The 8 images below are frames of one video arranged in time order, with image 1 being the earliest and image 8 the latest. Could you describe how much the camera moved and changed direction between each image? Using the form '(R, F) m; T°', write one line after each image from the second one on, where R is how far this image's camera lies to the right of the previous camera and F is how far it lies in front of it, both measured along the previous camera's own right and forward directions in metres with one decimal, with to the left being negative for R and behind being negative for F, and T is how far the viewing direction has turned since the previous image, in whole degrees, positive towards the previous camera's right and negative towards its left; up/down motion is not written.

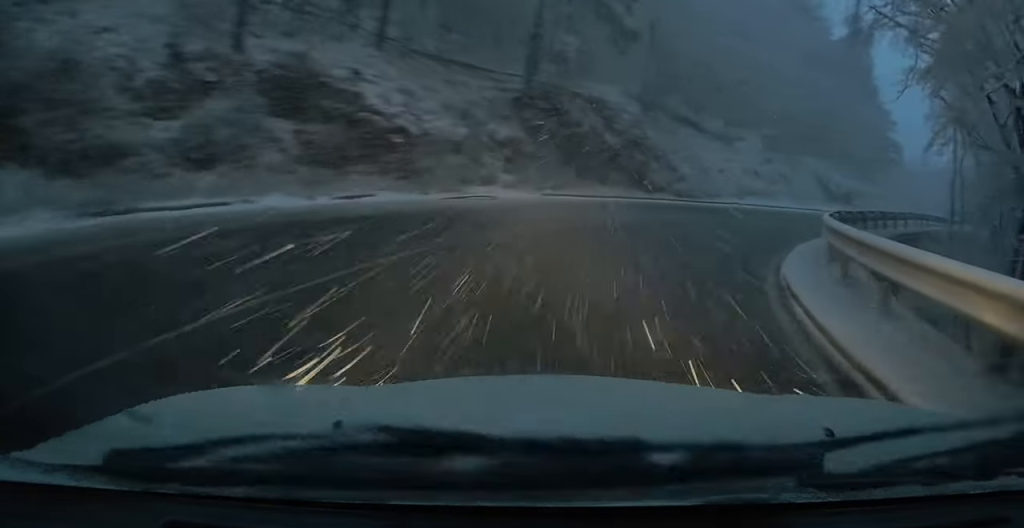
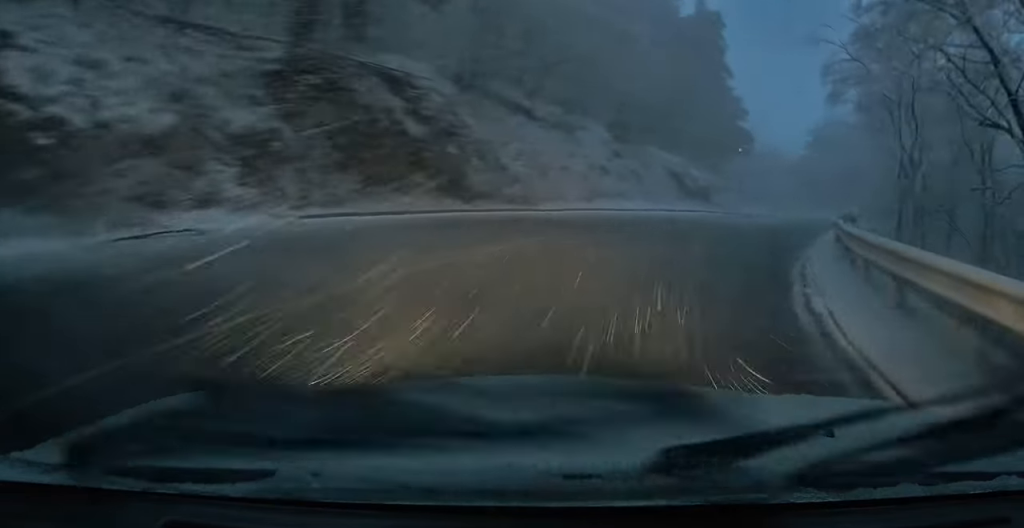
(+0.7, +7.3) m; +16°
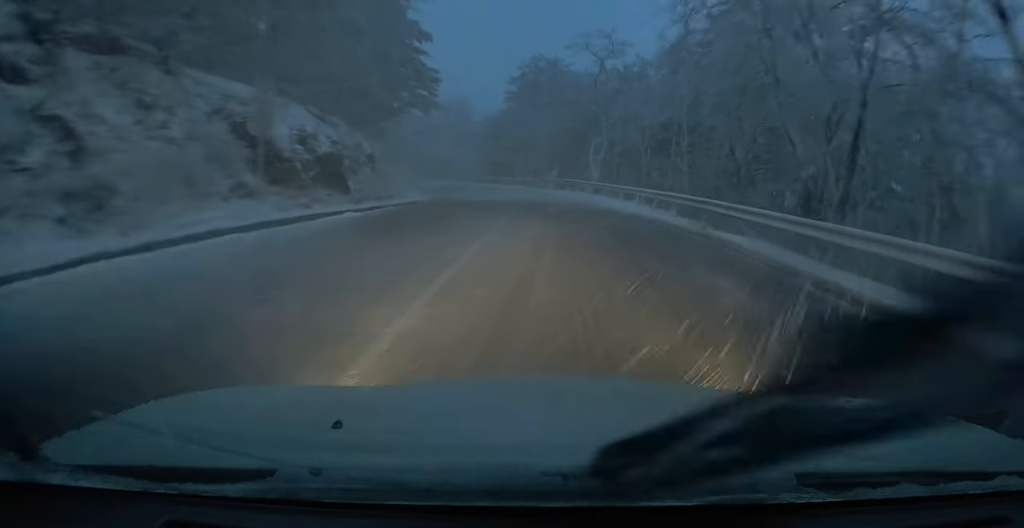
(+11.4, +17.5) m; +53°
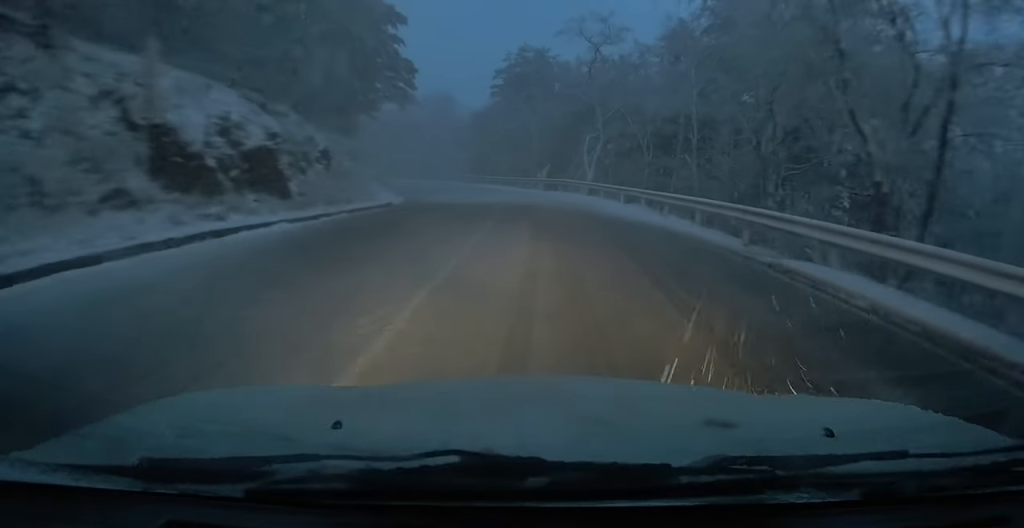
(-0.1, +4.4) m; +1°
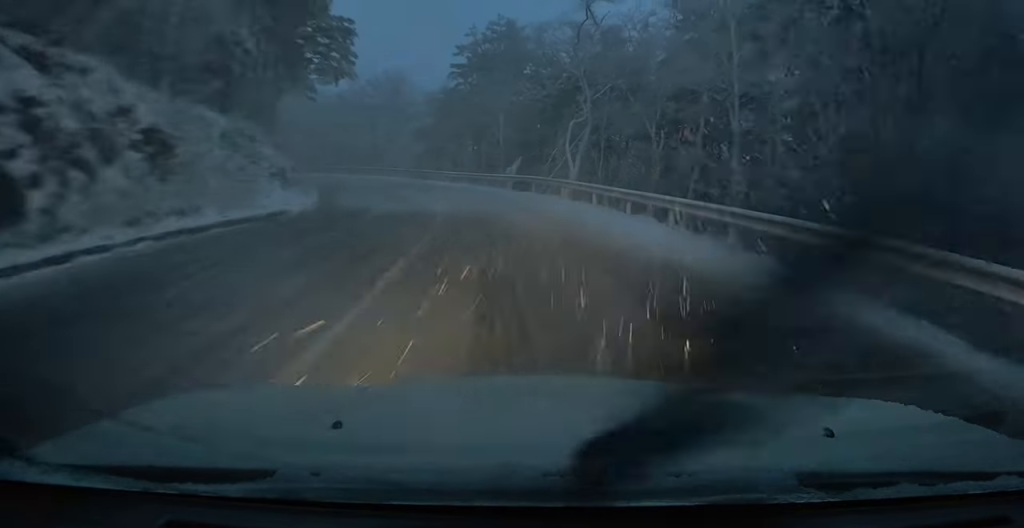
(+0.2, +9.8) m; +2°
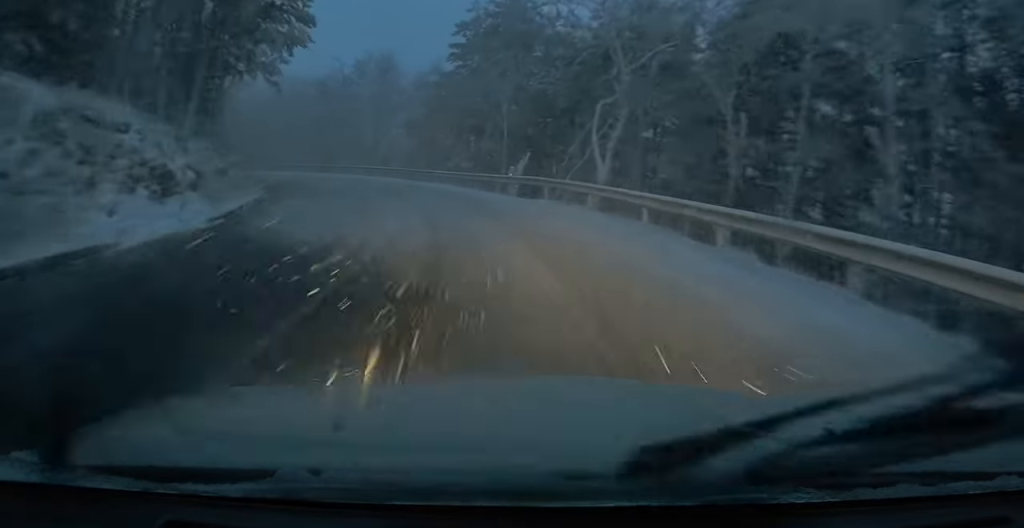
(+0.3, +10.0) m; 0°
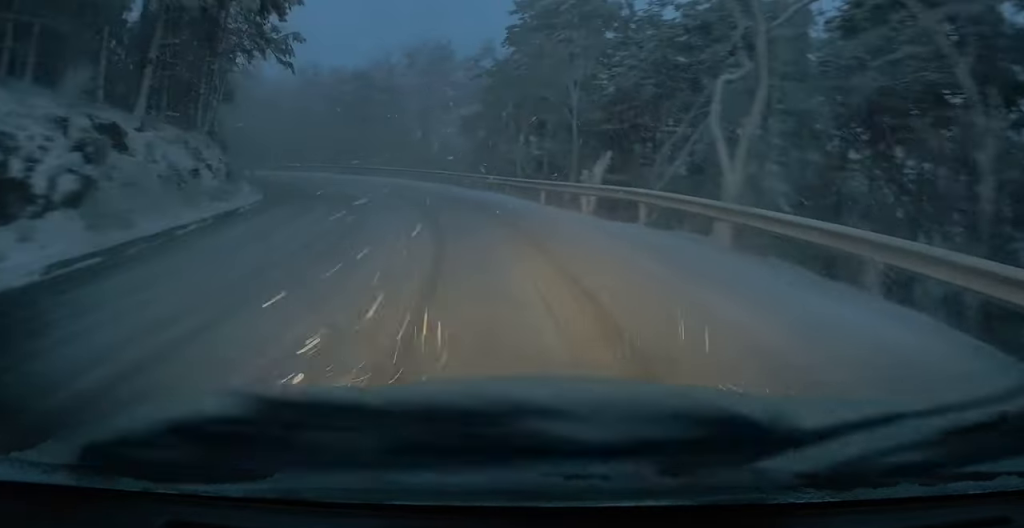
(-0.3, +9.3) m; -2°
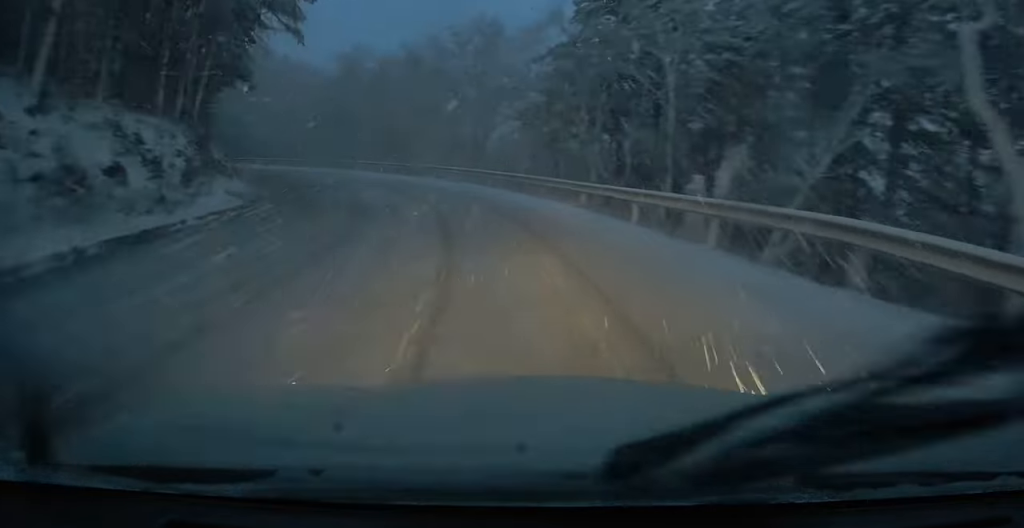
(-0.1, +8.6) m; -3°
